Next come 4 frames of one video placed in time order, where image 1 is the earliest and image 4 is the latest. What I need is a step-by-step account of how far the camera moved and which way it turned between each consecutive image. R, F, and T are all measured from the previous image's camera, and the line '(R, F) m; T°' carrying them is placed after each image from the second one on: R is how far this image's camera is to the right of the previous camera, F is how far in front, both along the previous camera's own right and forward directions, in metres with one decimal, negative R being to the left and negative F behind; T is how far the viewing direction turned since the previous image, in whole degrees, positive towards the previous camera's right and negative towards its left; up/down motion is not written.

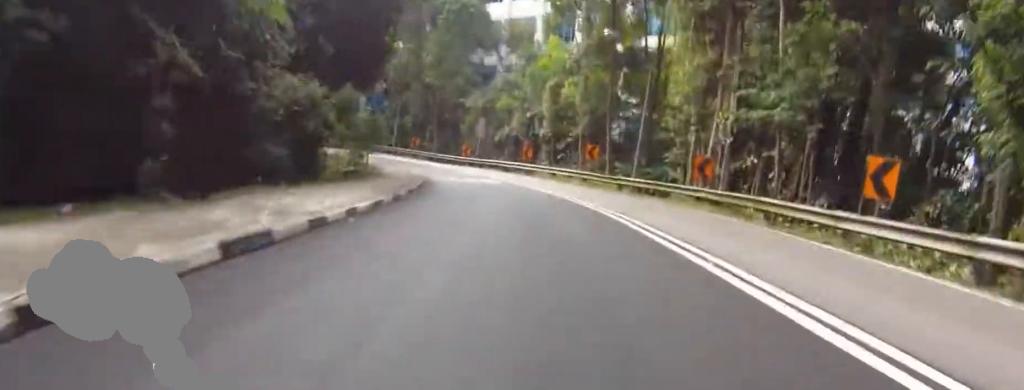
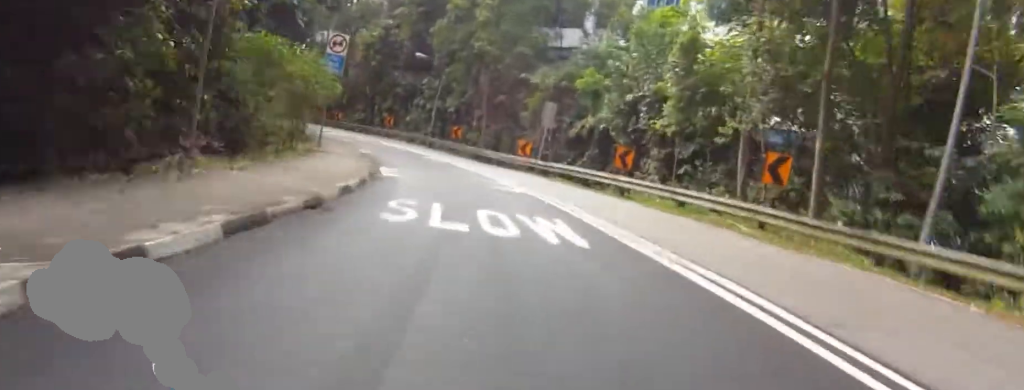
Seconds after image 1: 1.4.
(-2.4, +16.3) m; -10°
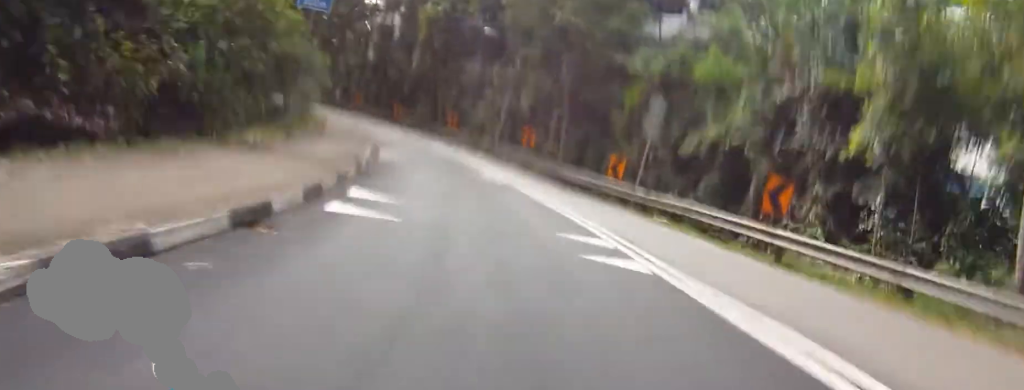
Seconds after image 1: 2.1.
(-0.1, +8.2) m; -4°
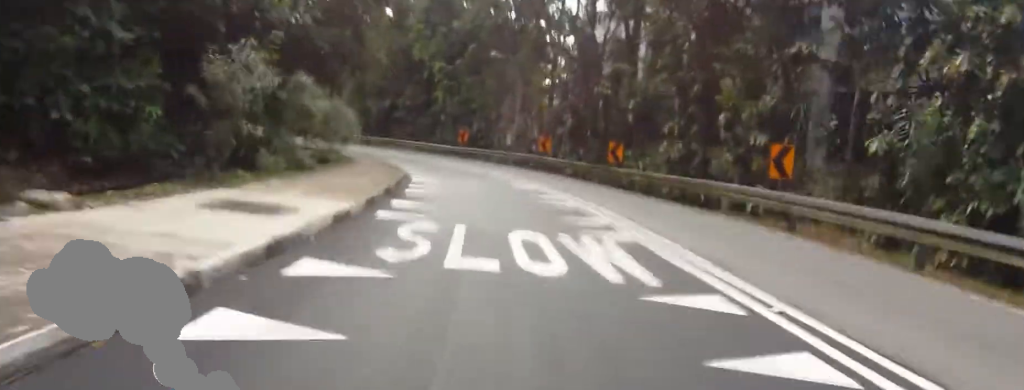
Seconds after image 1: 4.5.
(-3.8, +28.6) m; -22°
